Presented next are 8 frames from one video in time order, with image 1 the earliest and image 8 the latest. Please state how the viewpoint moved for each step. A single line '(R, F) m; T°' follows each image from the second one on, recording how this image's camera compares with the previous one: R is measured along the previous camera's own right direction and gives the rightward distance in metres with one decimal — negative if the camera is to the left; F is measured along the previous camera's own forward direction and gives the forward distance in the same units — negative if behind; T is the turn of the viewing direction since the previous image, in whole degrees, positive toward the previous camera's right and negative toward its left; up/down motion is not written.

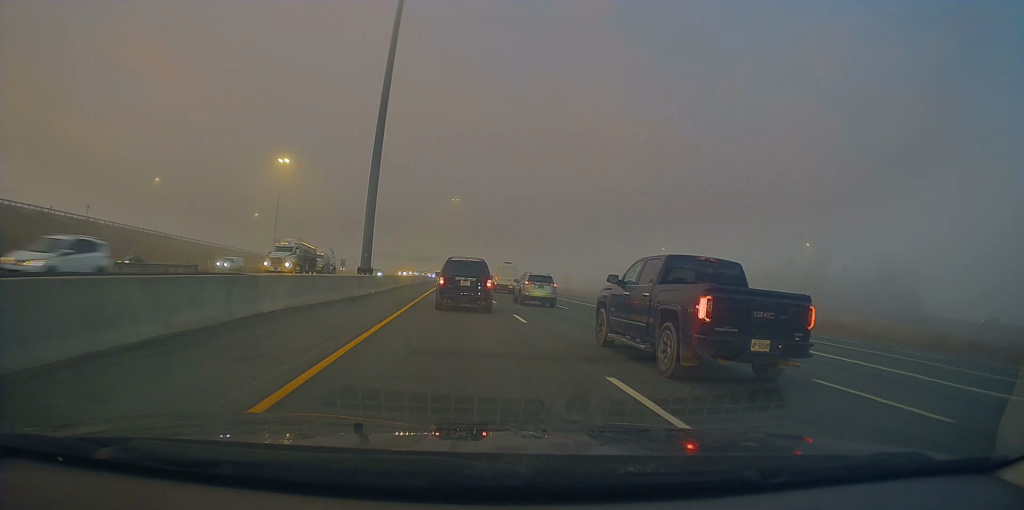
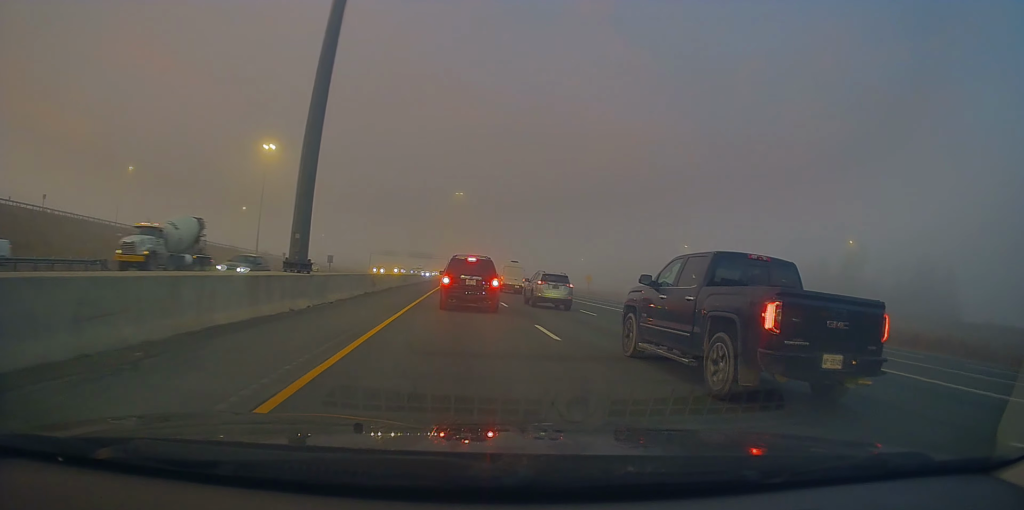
(-0.2, +15.6) m; 0°
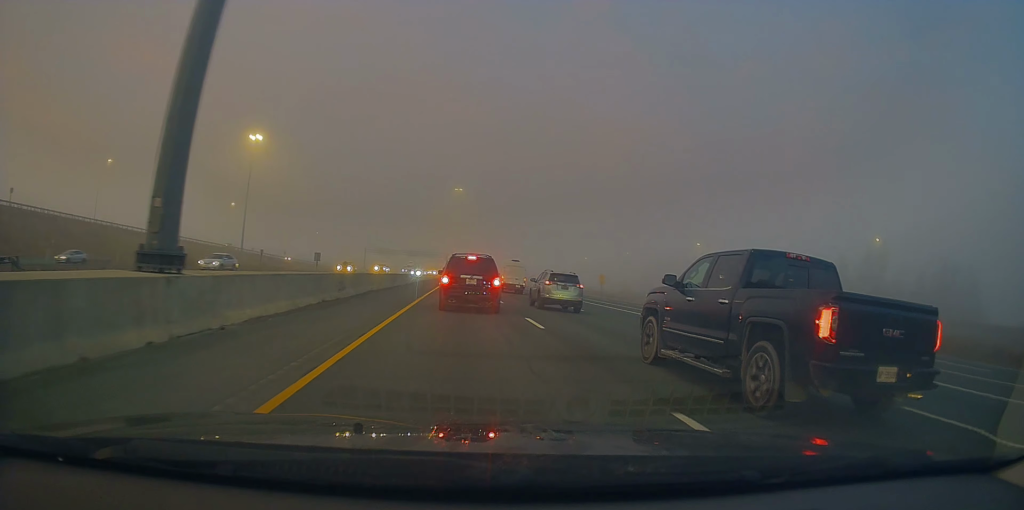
(+0.1, +9.9) m; +1°
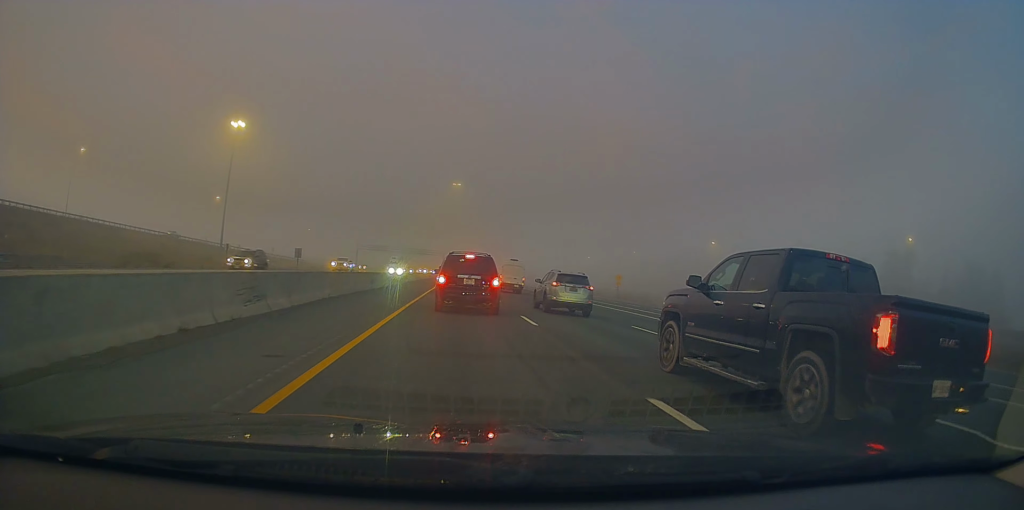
(+0.1, +11.7) m; +1°
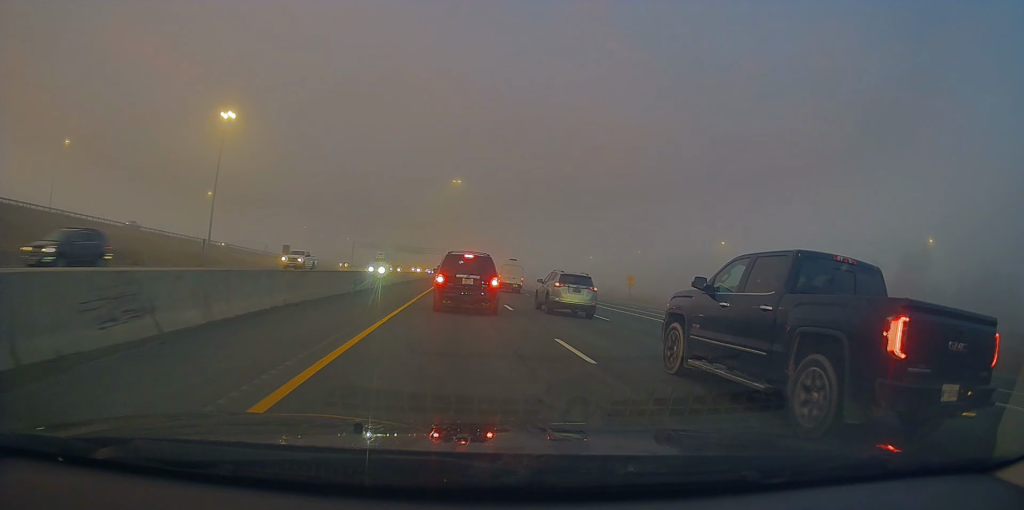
(0.0, +7.0) m; 0°
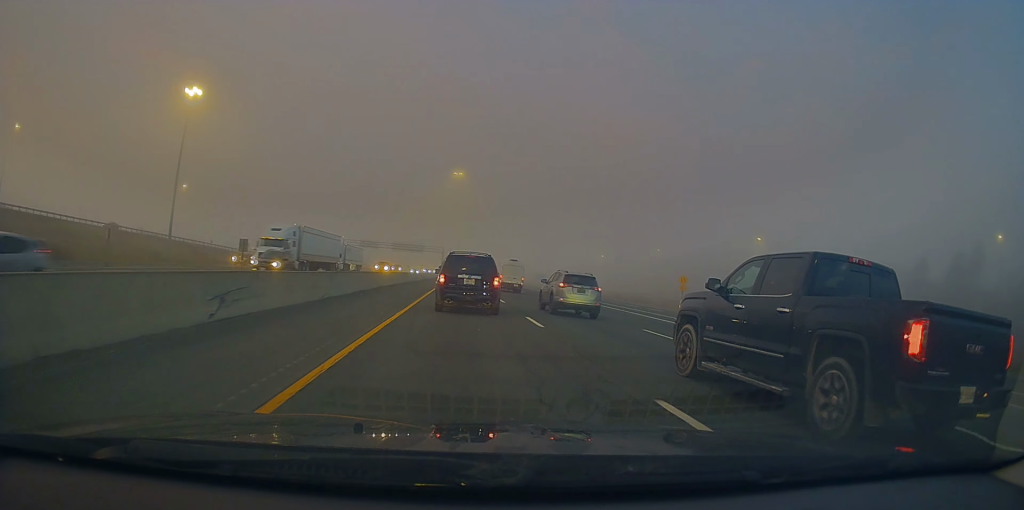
(0.0, +18.7) m; 0°
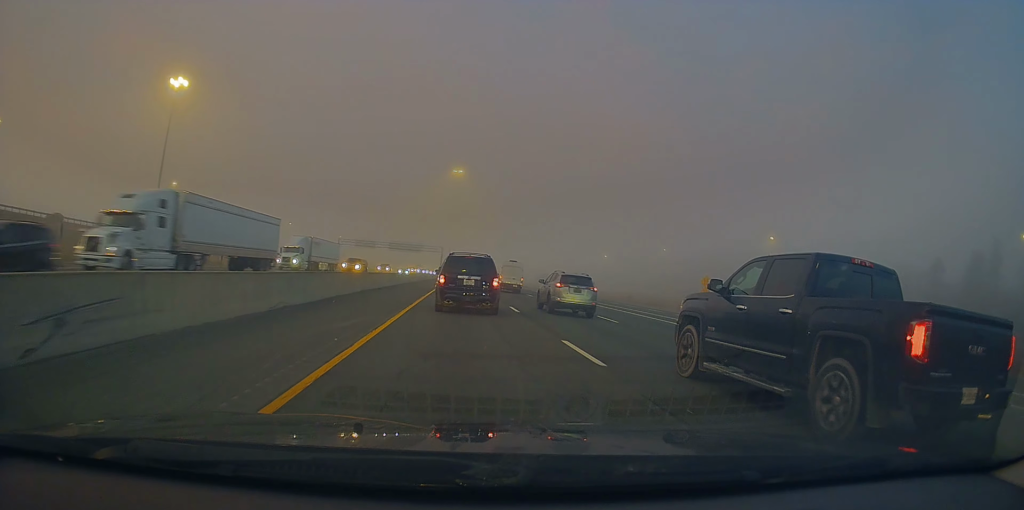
(0.0, +6.1) m; 0°
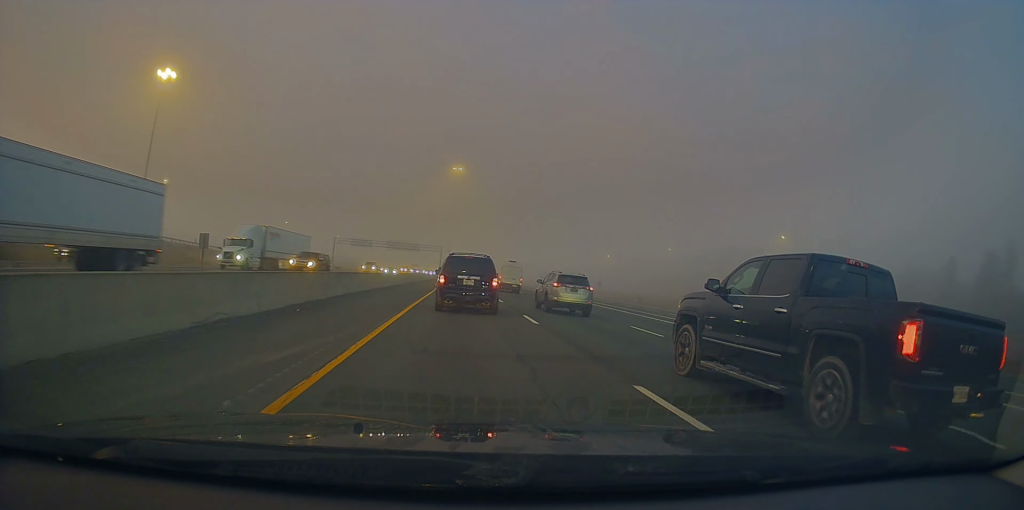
(0.0, +4.9) m; 0°
